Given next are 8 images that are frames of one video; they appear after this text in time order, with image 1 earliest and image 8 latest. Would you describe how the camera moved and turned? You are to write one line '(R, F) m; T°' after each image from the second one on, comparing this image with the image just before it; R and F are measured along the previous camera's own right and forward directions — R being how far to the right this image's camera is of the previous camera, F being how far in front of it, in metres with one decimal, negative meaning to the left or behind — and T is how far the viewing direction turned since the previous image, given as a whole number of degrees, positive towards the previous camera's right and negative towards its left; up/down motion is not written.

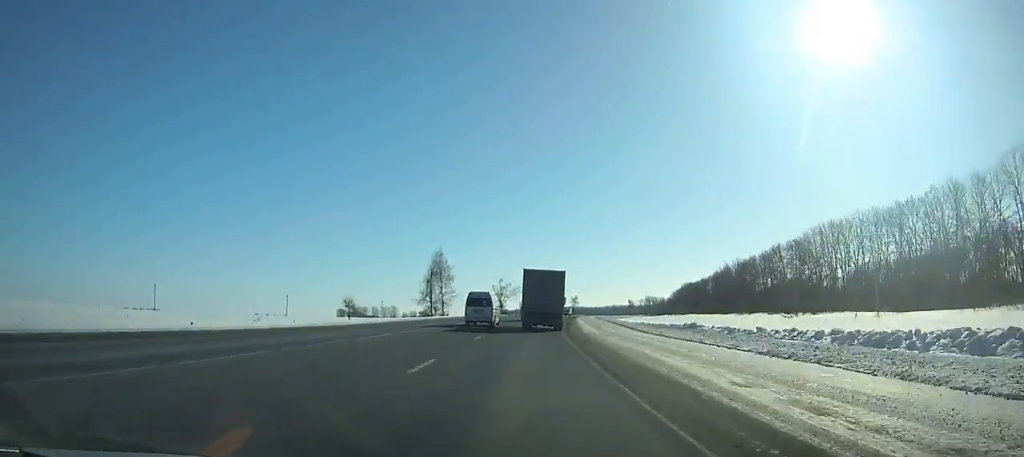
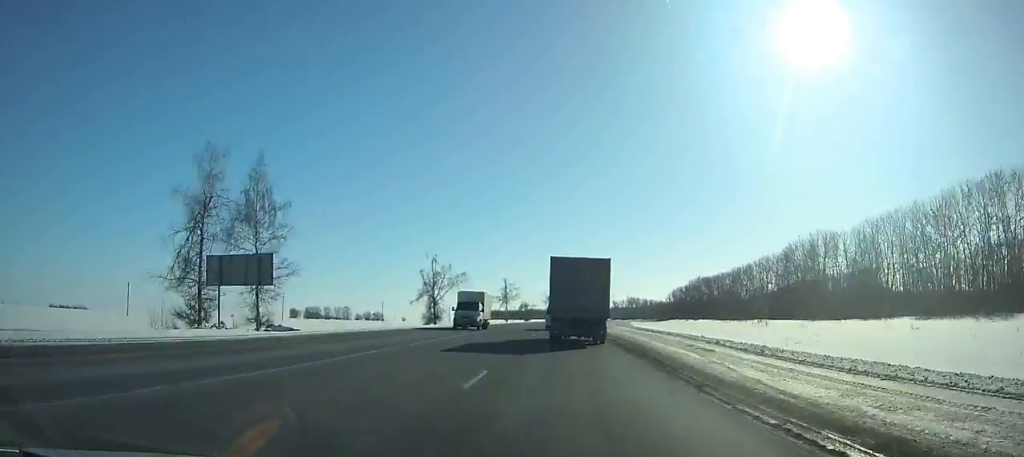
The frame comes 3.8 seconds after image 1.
(+3.4, +84.9) m; +4°
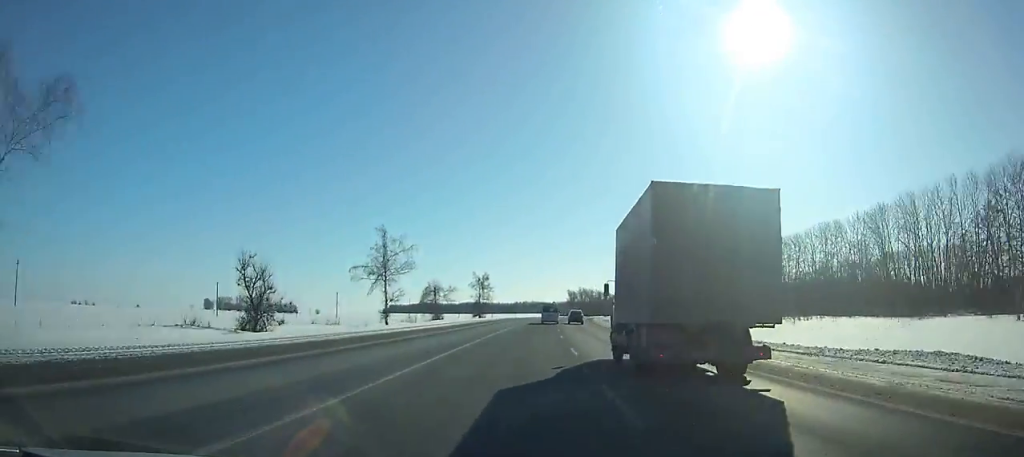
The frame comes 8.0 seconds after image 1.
(+3.7, +99.8) m; +5°
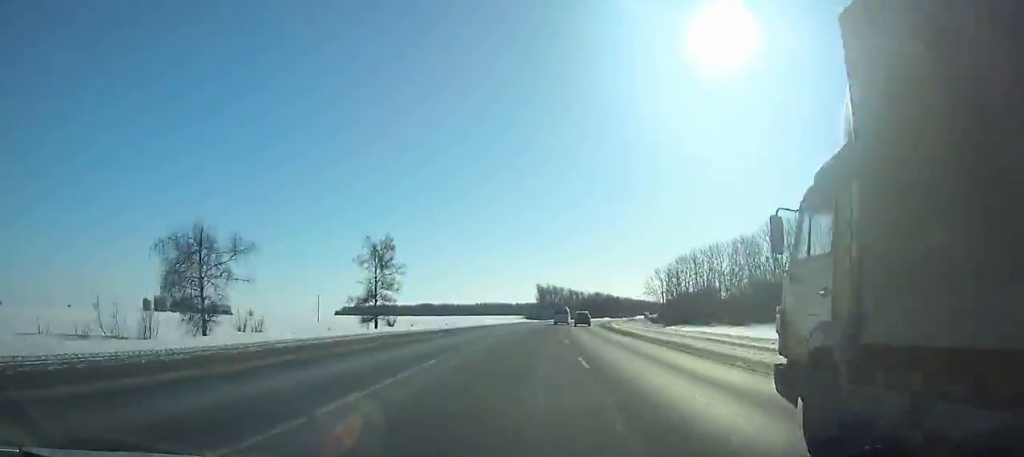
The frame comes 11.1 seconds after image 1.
(+2.6, +76.7) m; +4°
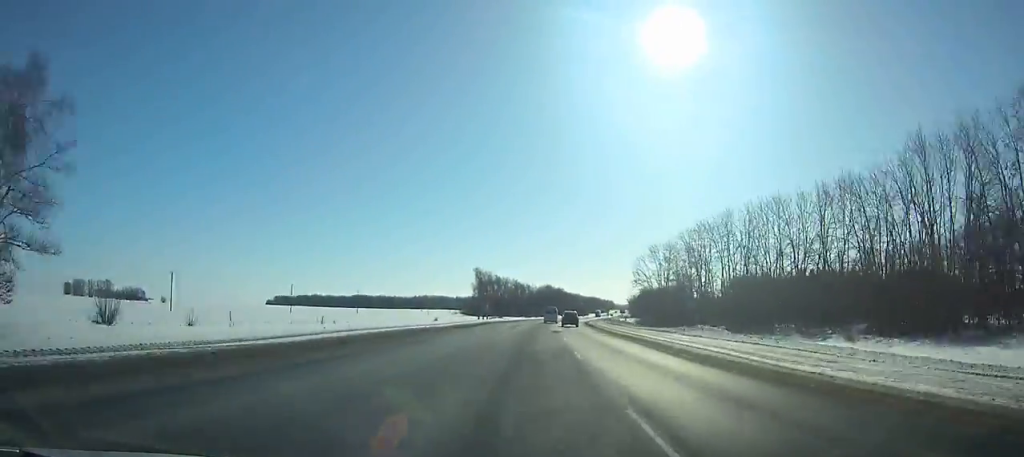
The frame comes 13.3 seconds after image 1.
(+1.3, +55.4) m; +4°
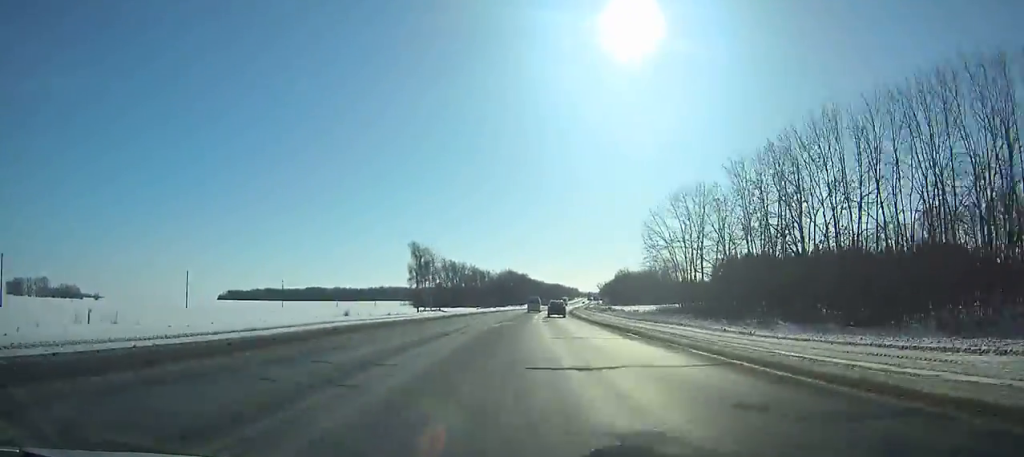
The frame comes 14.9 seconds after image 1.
(+1.4, +40.5) m; +3°
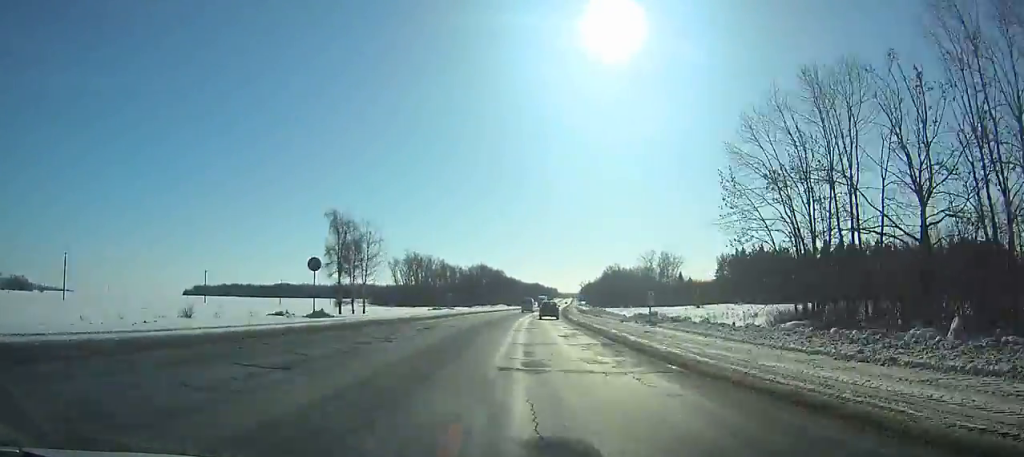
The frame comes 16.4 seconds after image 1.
(+0.9, +37.9) m; +2°
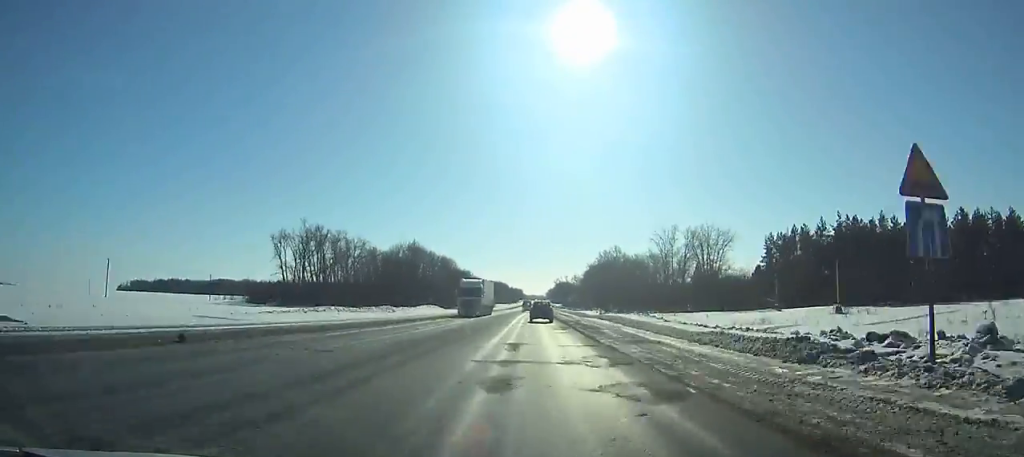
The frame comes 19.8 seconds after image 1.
(+3.6, +84.7) m; +4°
